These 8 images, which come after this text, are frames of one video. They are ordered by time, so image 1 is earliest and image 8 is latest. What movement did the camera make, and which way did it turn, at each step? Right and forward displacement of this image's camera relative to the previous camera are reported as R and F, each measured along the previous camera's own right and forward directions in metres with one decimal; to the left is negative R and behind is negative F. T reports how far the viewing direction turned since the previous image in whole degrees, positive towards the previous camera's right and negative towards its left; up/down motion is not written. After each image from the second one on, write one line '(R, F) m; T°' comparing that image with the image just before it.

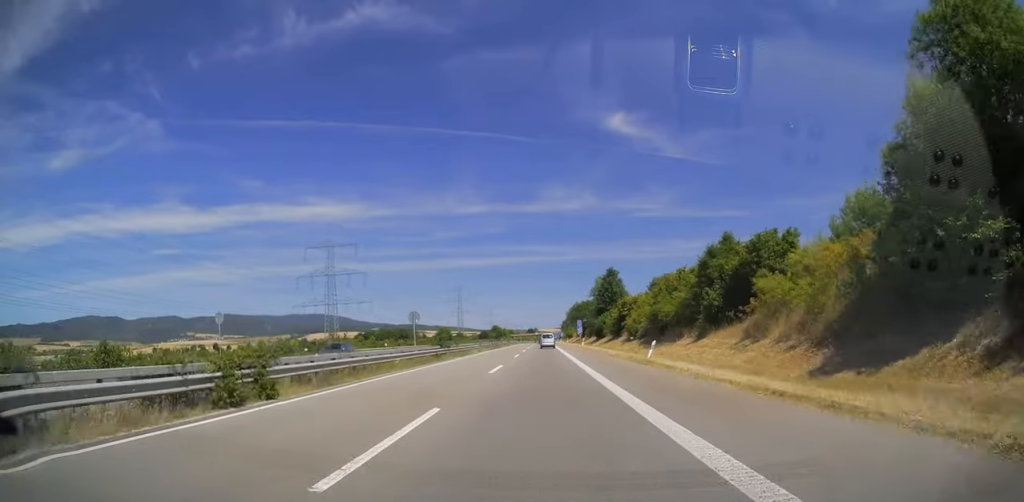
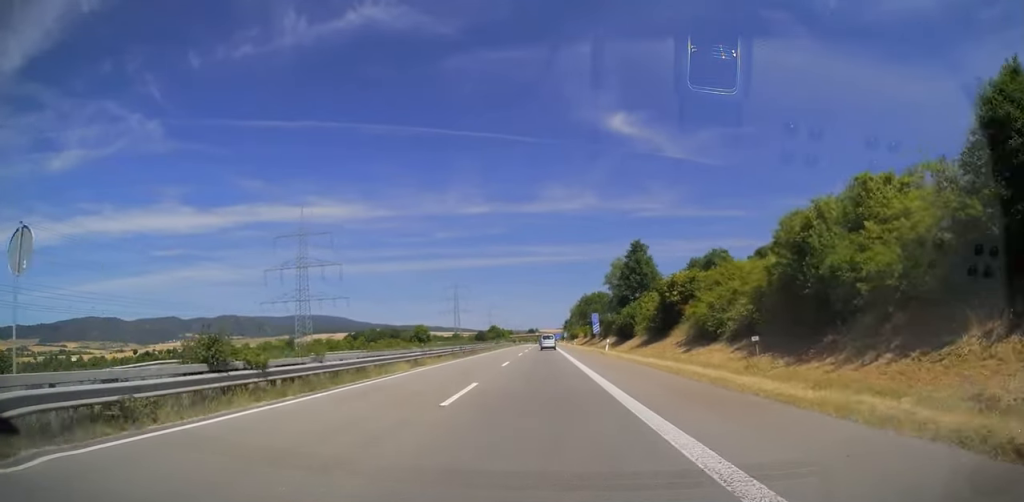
(0.0, +29.2) m; 0°
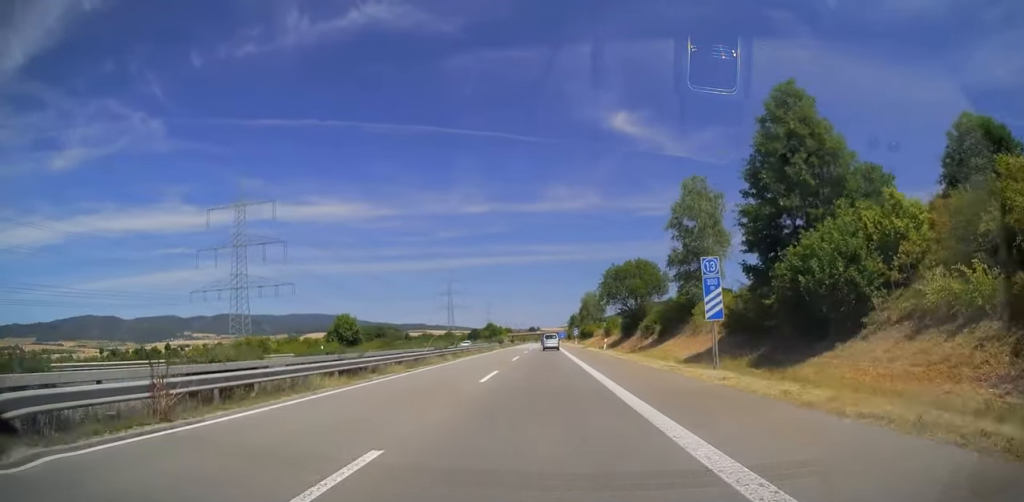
(0.0, +47.0) m; 0°
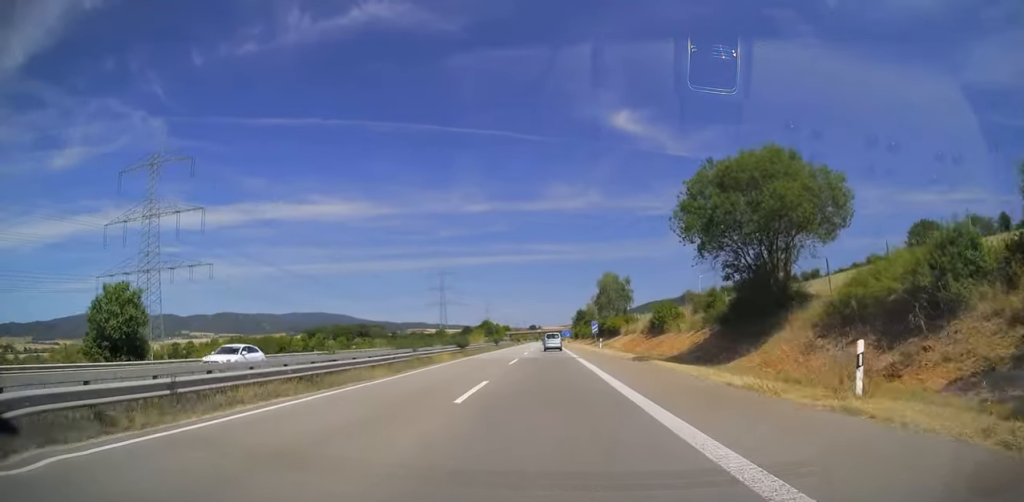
(0.0, +42.5) m; 0°
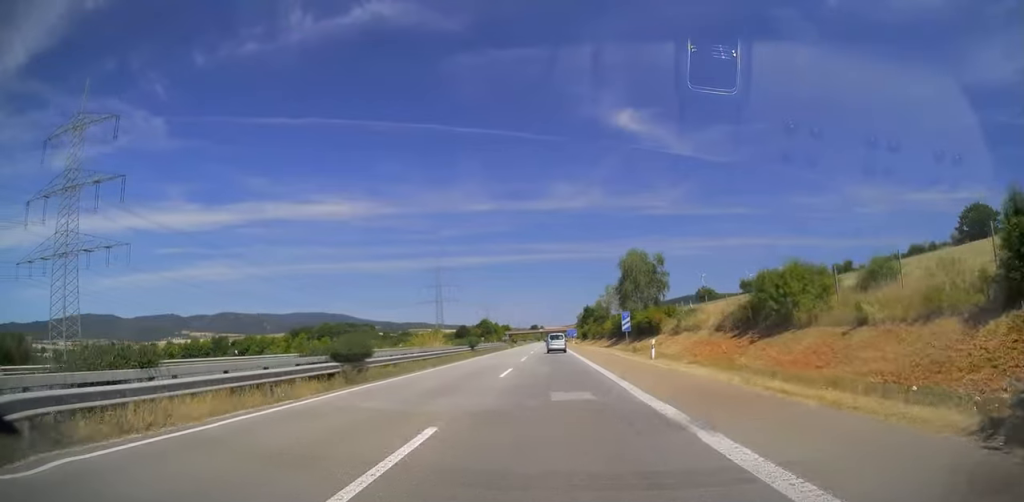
(0.0, +27.8) m; 0°
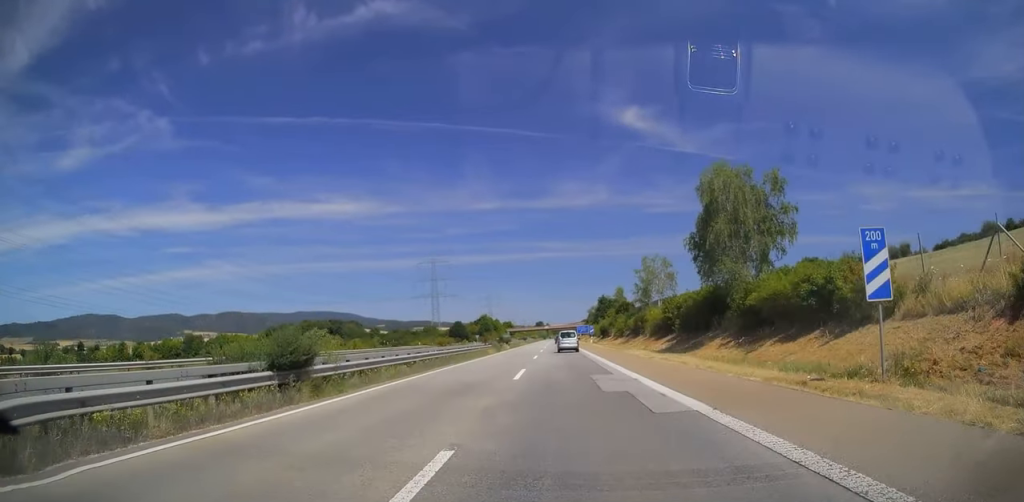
(-0.3, +37.6) m; 0°
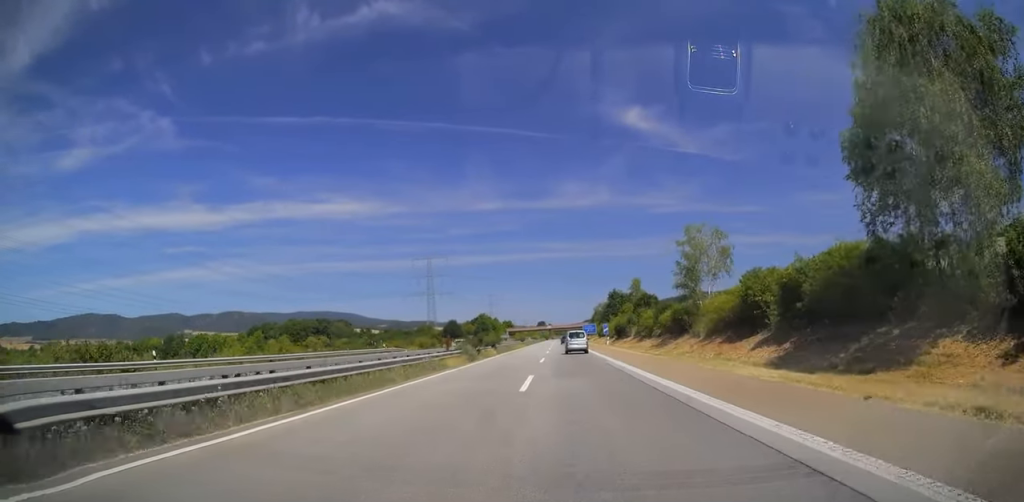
(+0.1, +22.3) m; 0°
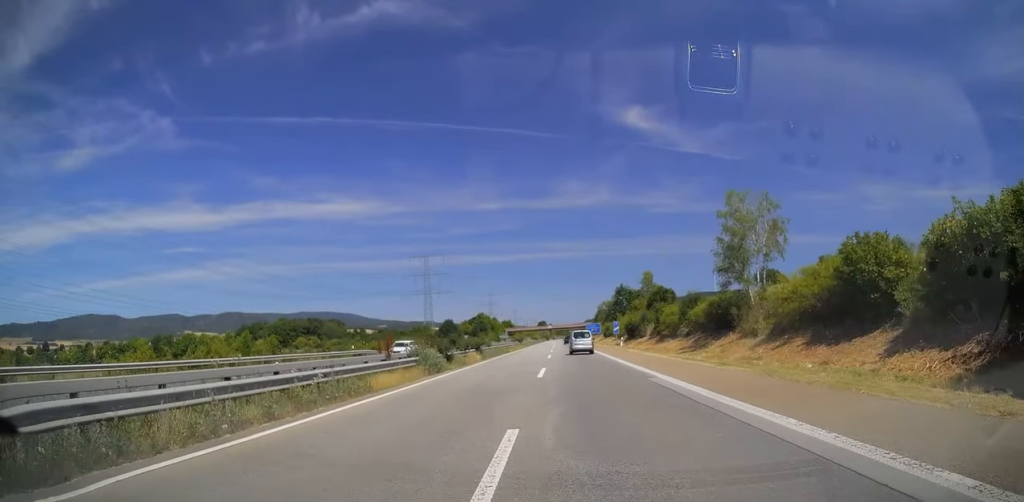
(+0.2, +12.4) m; 0°
